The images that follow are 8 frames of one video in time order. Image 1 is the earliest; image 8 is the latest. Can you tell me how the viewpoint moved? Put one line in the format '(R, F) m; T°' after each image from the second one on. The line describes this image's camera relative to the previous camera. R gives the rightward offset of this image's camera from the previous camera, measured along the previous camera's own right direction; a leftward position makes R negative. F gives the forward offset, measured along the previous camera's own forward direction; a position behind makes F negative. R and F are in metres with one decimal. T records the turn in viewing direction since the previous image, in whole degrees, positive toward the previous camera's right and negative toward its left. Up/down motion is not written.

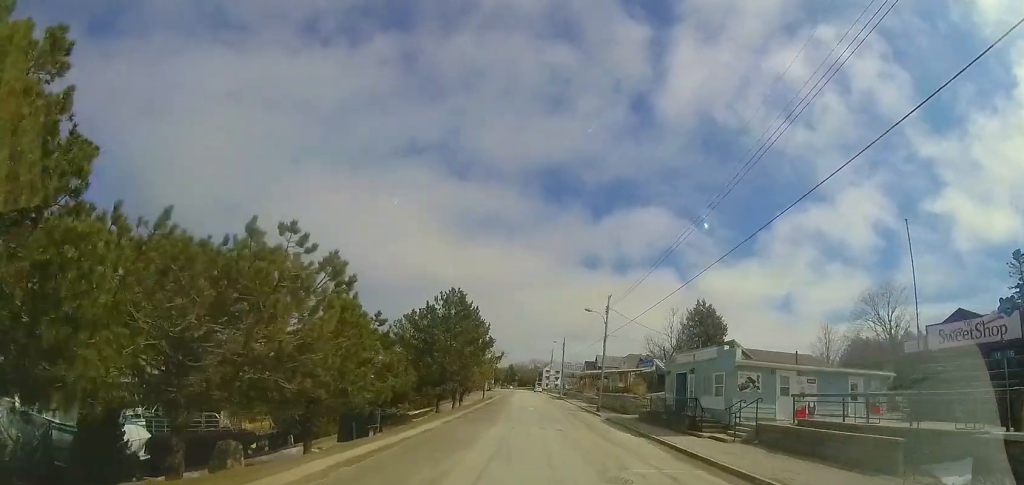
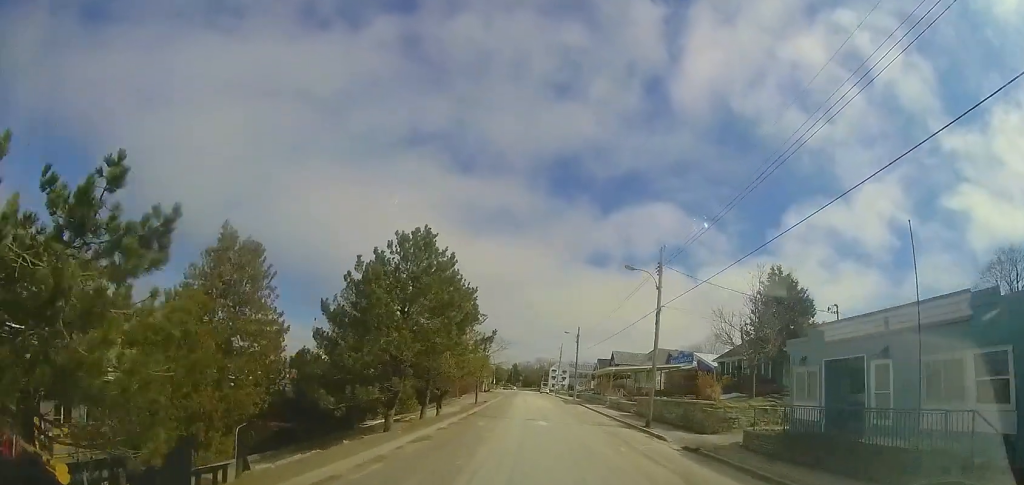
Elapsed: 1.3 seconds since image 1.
(0.0, +11.5) m; -1°
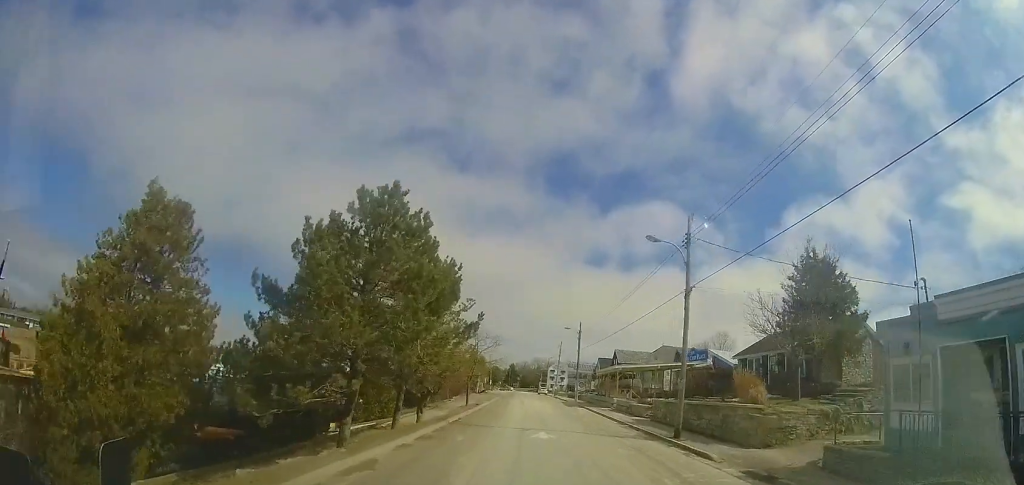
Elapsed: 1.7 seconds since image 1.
(0.0, +4.1) m; -1°
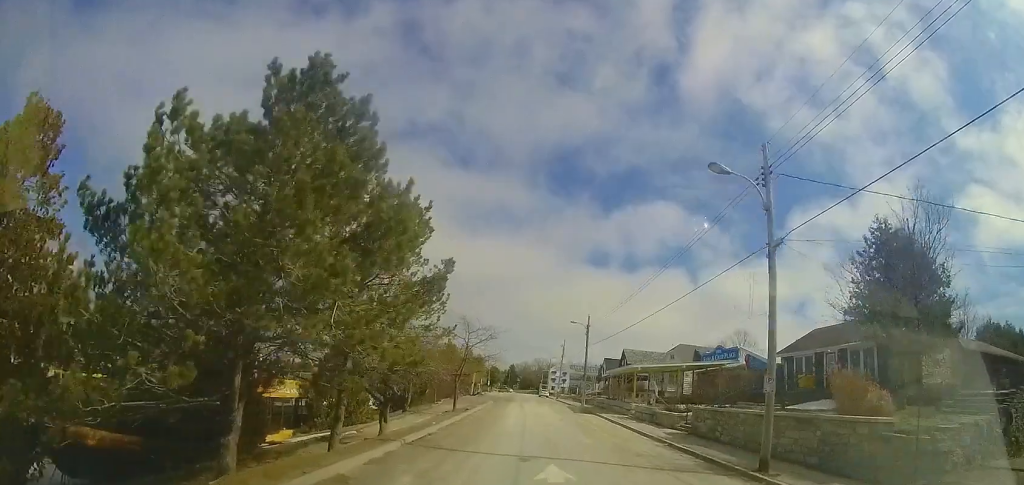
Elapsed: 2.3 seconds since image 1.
(-0.1, +5.9) m; -2°
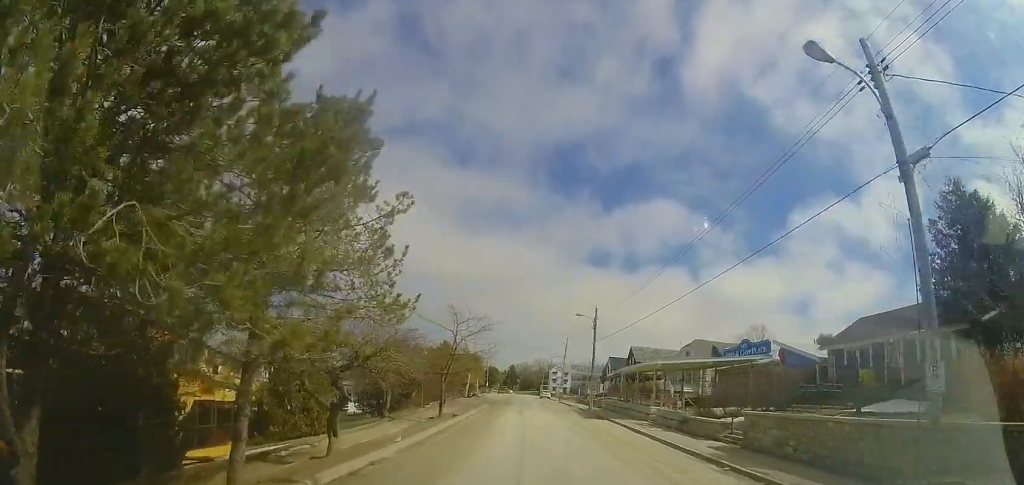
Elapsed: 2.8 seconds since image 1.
(-0.1, +4.7) m; -1°
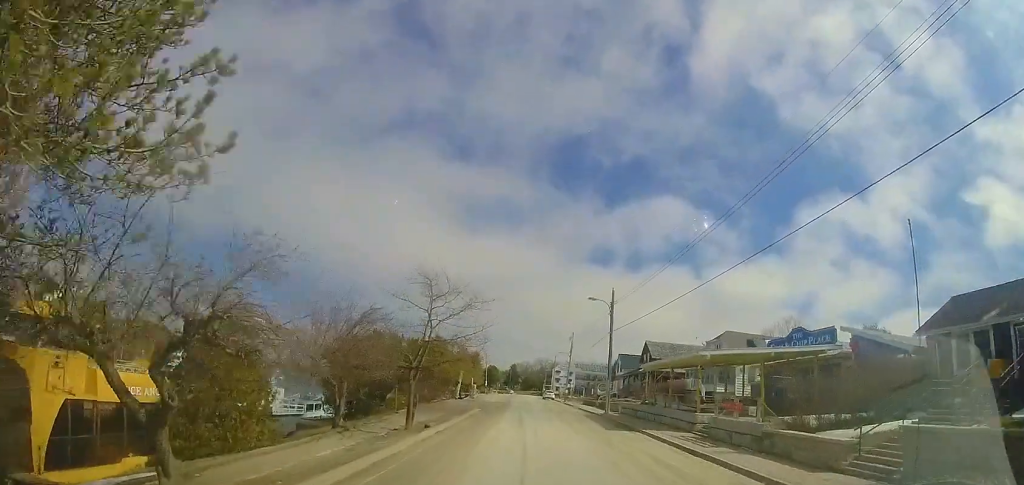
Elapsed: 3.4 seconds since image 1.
(-0.2, +6.8) m; 0°
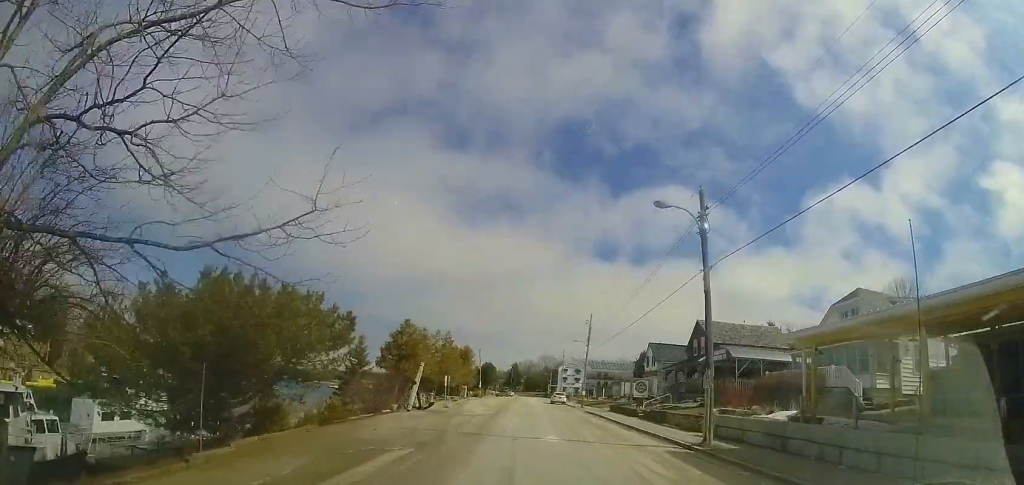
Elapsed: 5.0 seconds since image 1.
(+0.4, +16.3) m; +2°
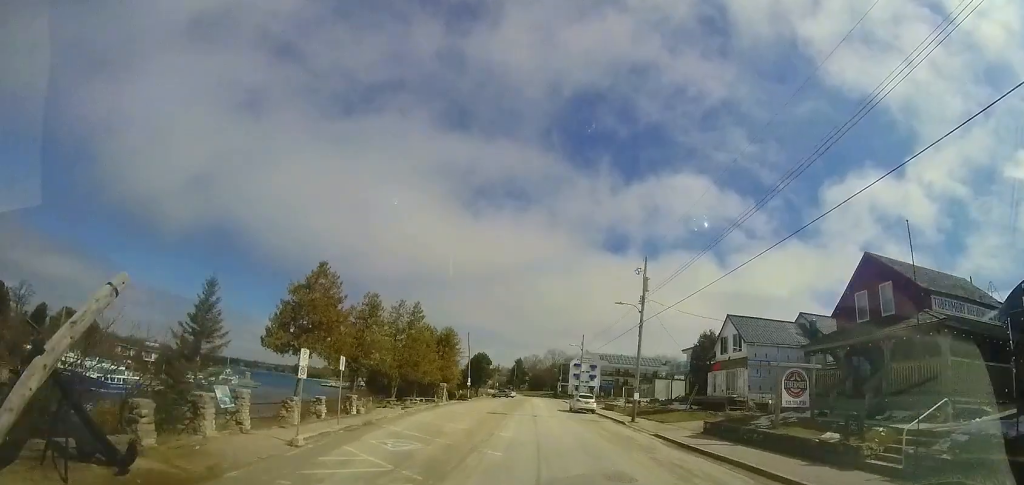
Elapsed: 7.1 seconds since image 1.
(-0.3, +20.5) m; -2°
